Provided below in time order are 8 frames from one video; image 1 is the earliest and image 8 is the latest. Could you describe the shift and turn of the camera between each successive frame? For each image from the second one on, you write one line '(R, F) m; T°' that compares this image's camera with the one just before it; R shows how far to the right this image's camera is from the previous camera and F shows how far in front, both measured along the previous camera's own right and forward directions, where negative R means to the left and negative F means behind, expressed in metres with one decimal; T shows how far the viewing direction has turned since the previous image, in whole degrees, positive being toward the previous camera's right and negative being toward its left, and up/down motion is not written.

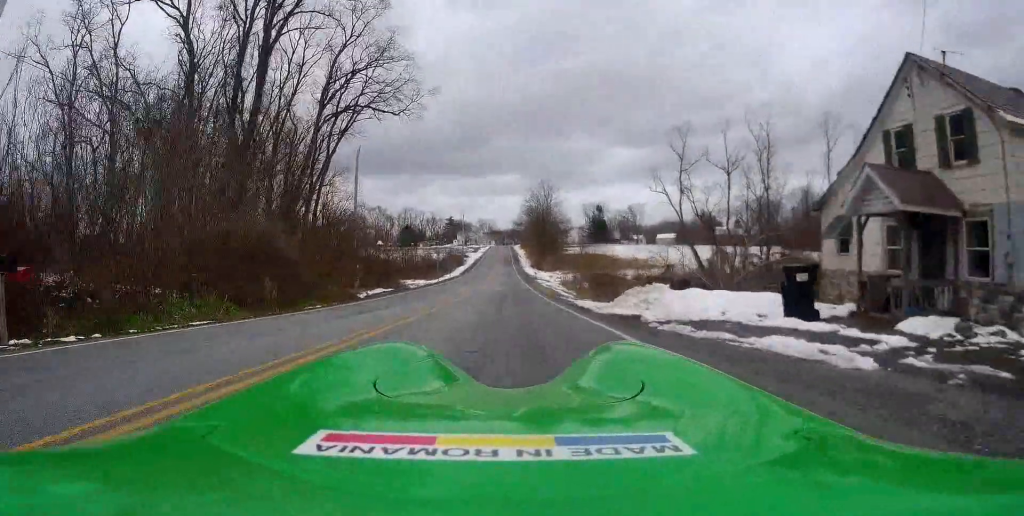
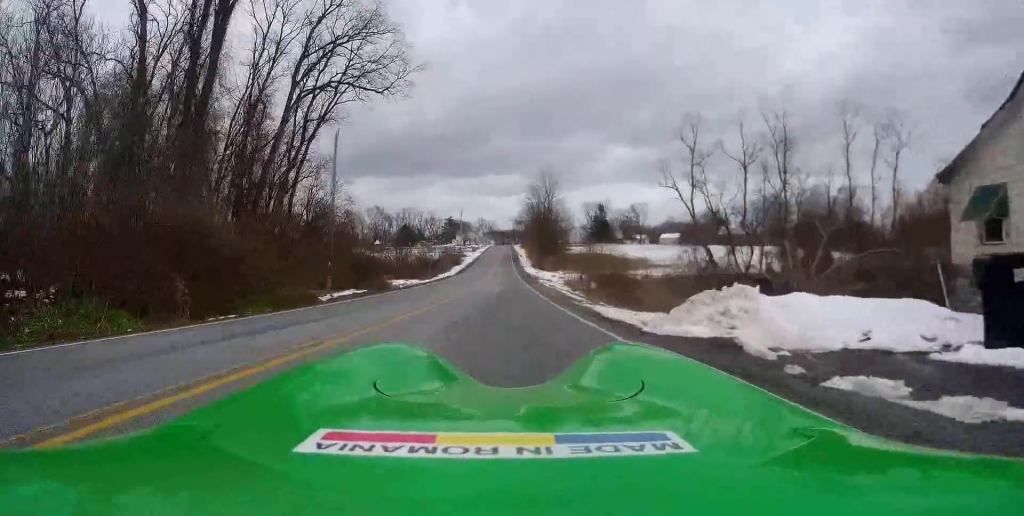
(0.0, +6.4) m; -3°
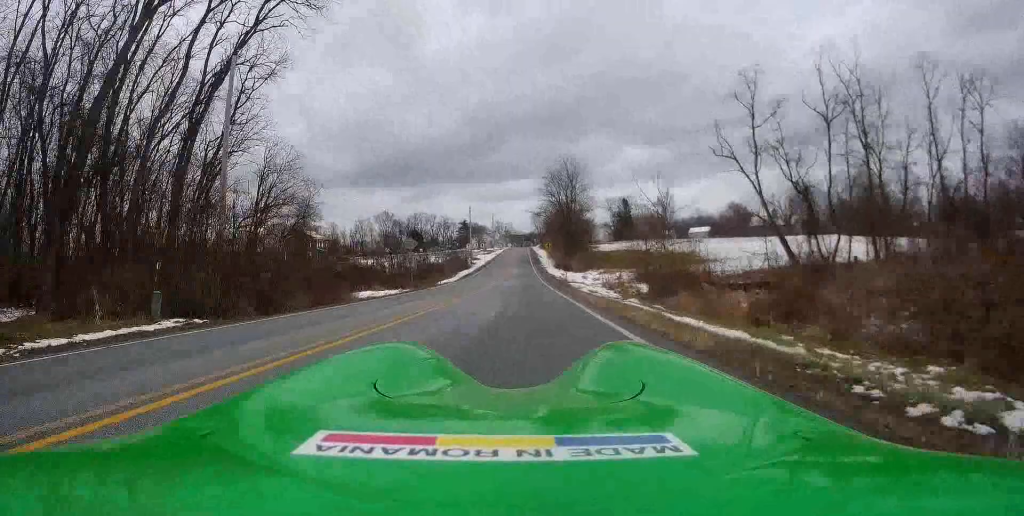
(-0.2, +18.6) m; +1°
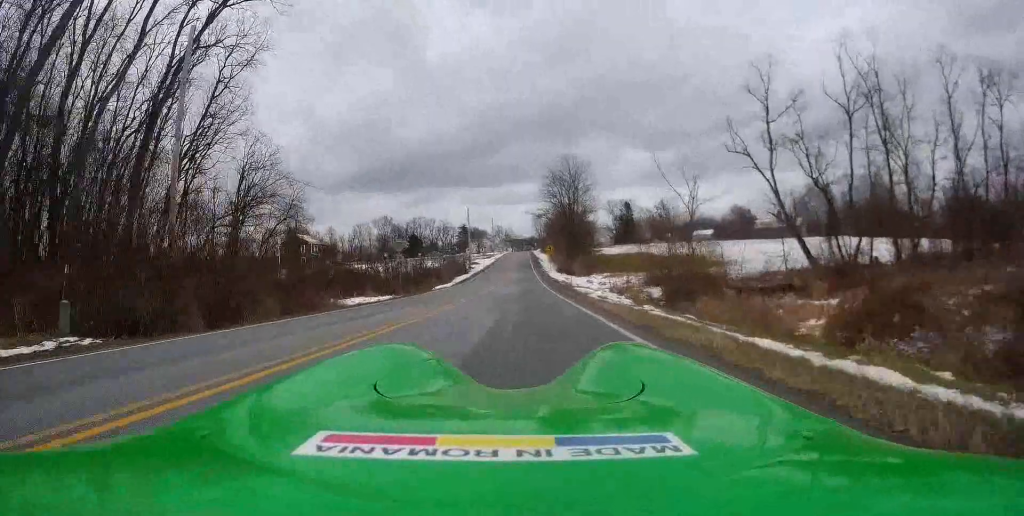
(+0.1, +4.4) m; -1°
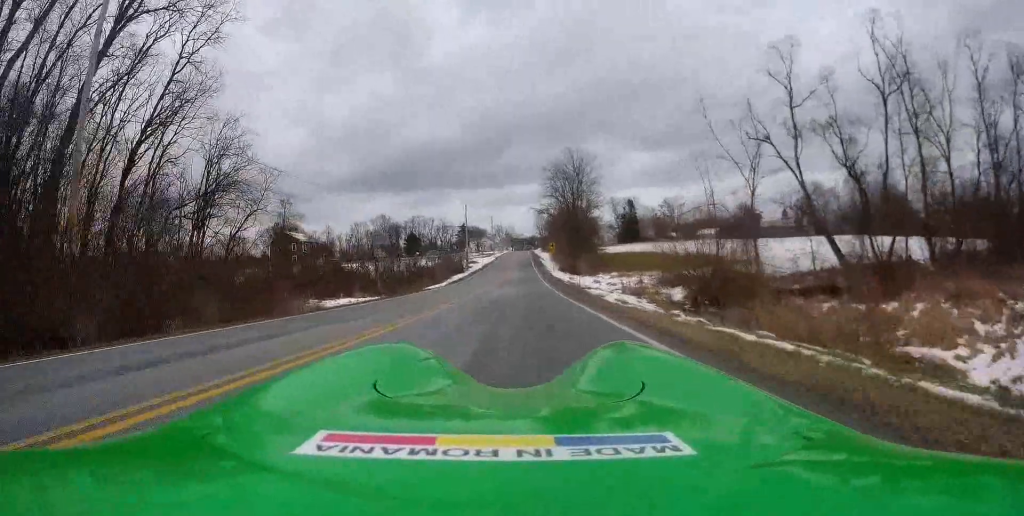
(-0.1, +5.7) m; 0°
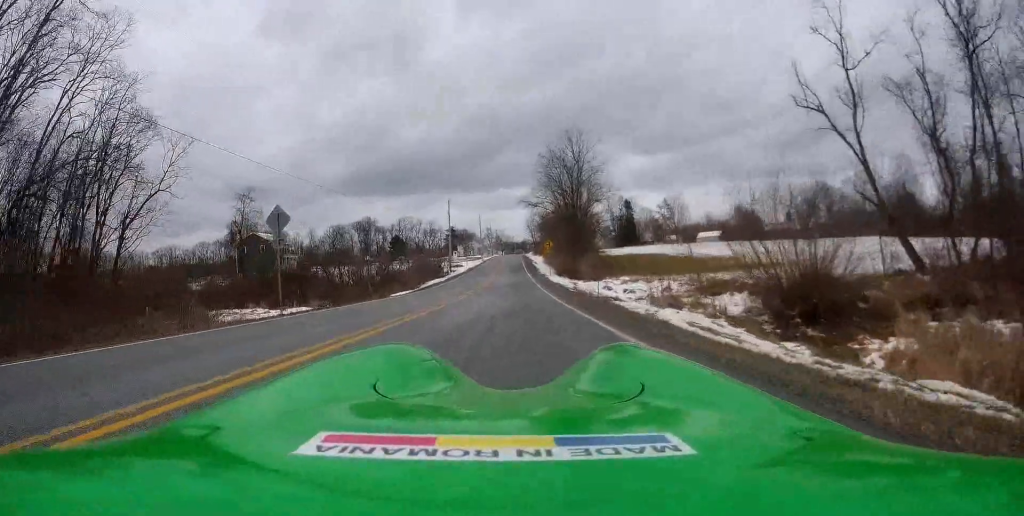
(0.0, +12.7) m; +2°
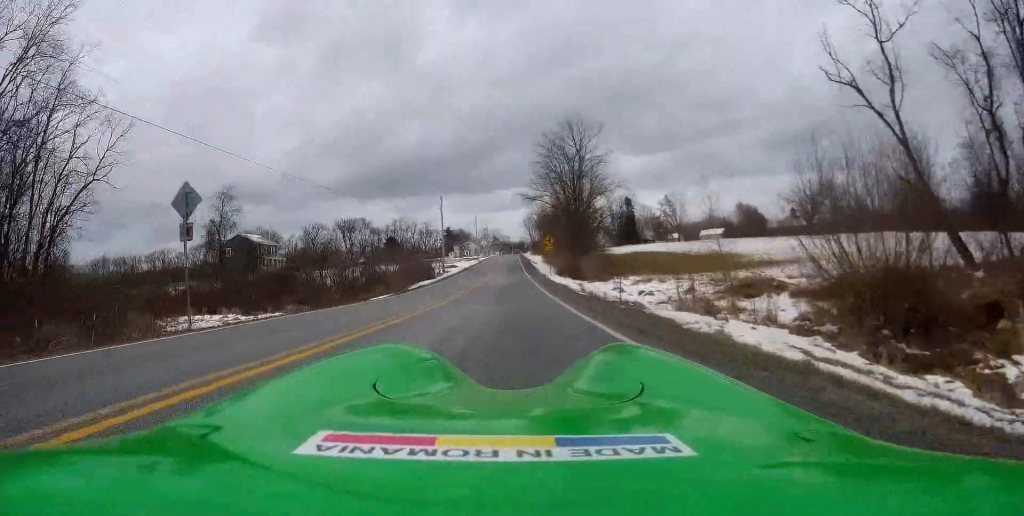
(+0.1, +5.6) m; +1°
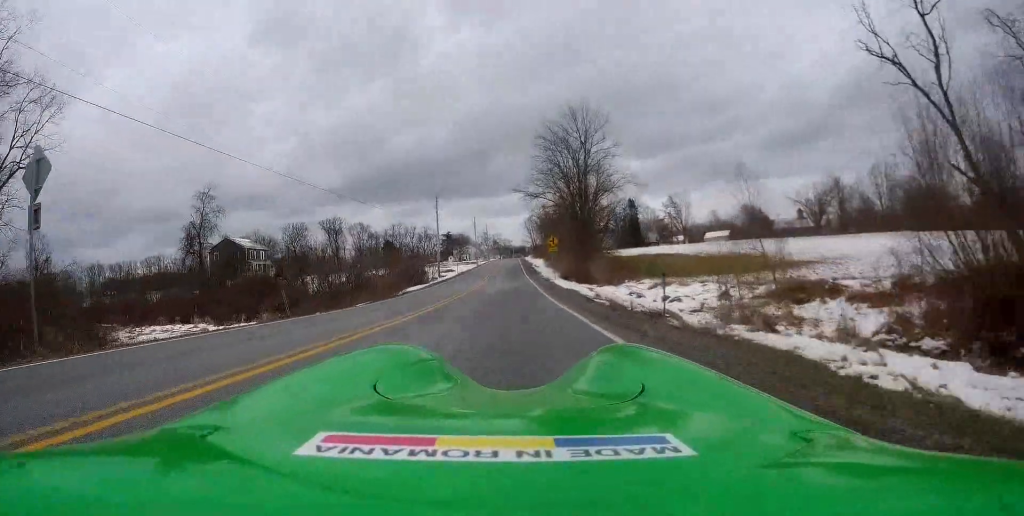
(0.0, +5.7) m; -2°
